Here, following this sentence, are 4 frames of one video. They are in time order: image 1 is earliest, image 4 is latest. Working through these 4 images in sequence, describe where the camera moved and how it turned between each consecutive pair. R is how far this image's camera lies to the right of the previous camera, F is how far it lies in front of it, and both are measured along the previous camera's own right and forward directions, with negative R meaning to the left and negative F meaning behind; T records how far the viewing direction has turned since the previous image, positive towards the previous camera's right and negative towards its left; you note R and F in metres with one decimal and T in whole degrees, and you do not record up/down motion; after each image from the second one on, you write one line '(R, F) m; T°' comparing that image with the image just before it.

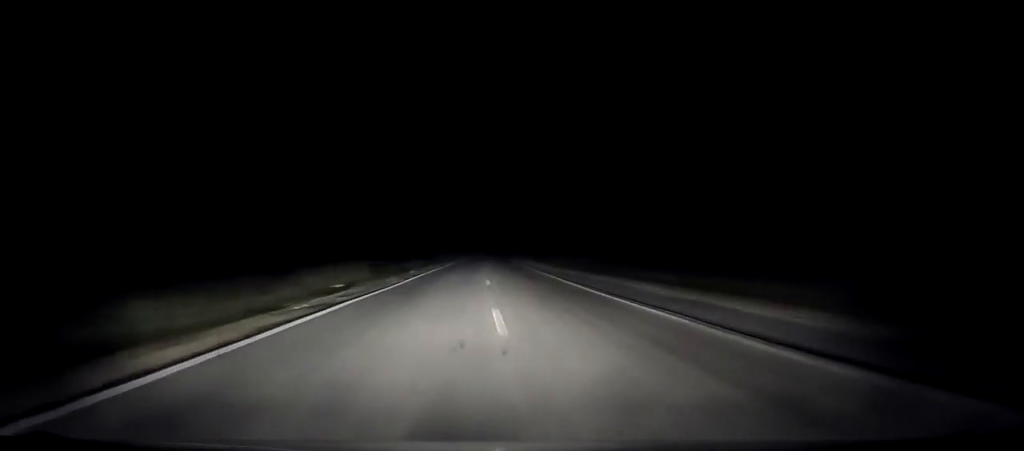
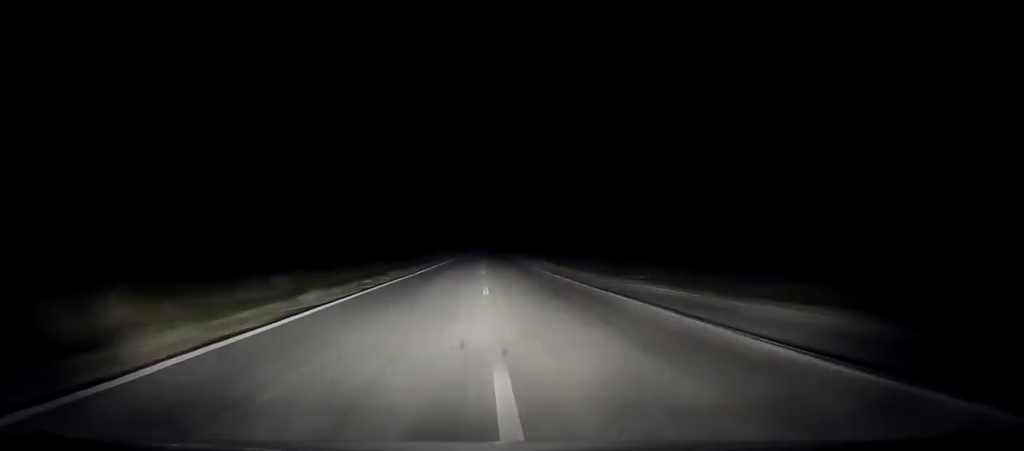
(+0.2, +23.2) m; +1°
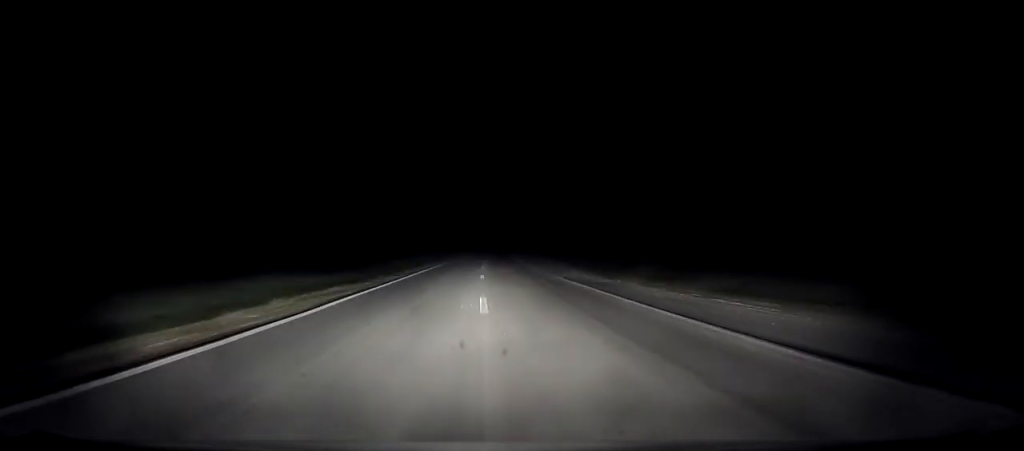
(+0.1, +20.8) m; 0°
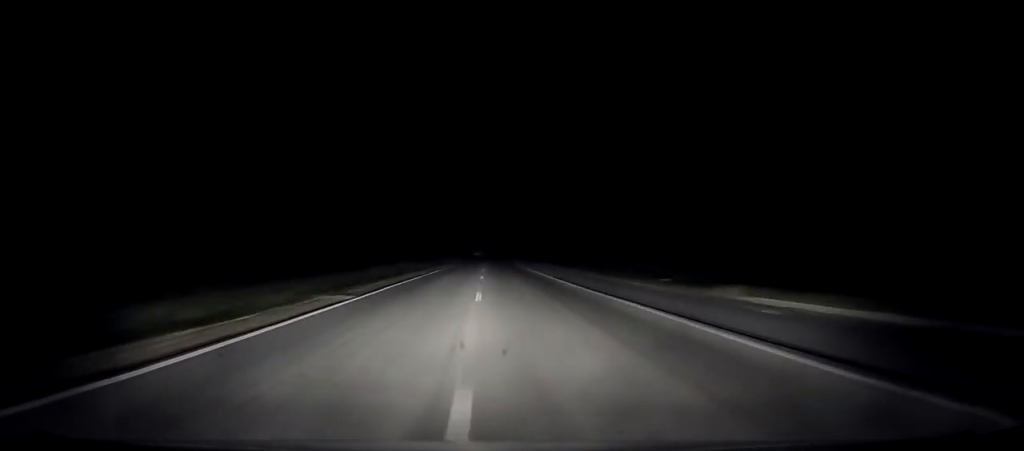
(+1.2, +106.1) m; +2°
